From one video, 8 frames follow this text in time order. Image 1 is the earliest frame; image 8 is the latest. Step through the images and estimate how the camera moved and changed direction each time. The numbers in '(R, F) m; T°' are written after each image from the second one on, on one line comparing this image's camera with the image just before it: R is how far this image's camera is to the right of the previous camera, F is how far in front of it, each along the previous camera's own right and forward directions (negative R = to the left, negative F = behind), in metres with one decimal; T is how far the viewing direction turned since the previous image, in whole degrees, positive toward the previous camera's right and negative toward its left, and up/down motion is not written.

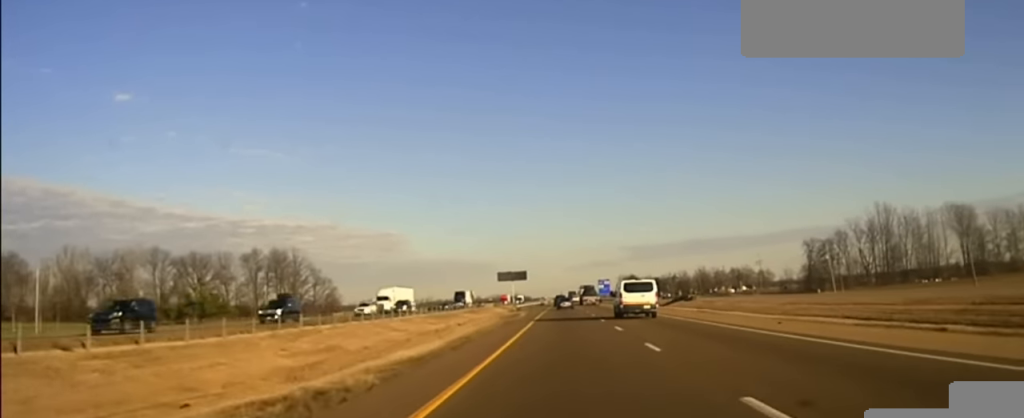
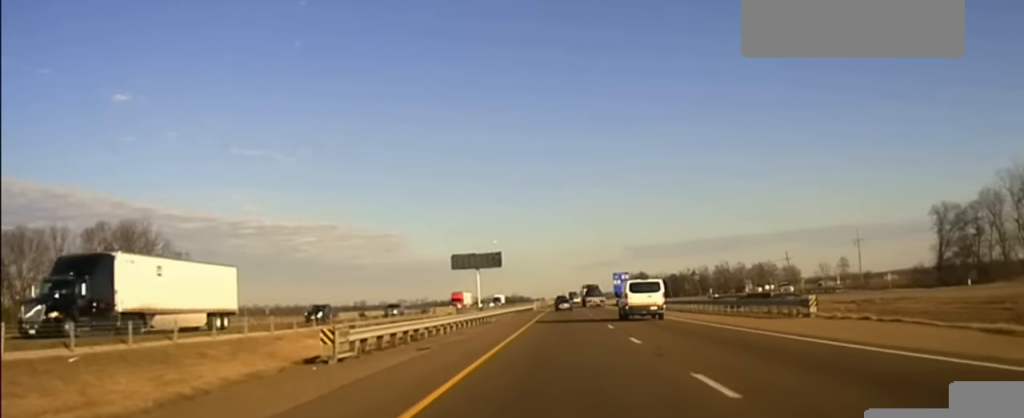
(-0.7, +99.0) m; 0°
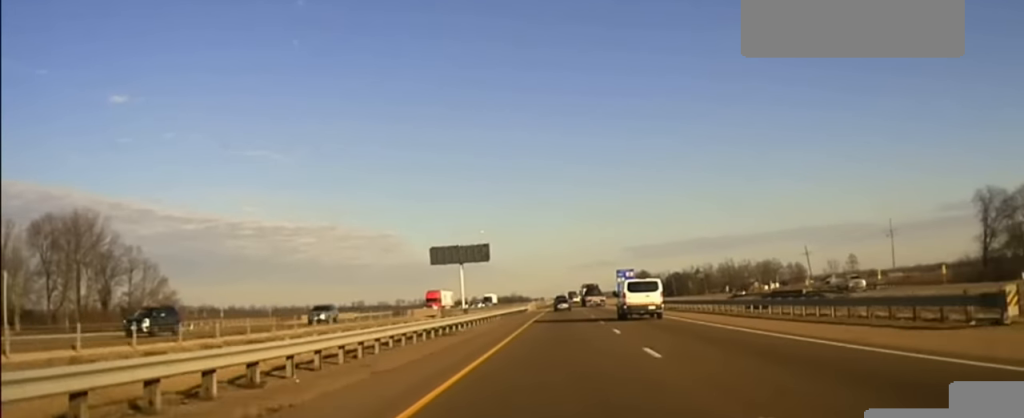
(+0.1, +20.7) m; 0°
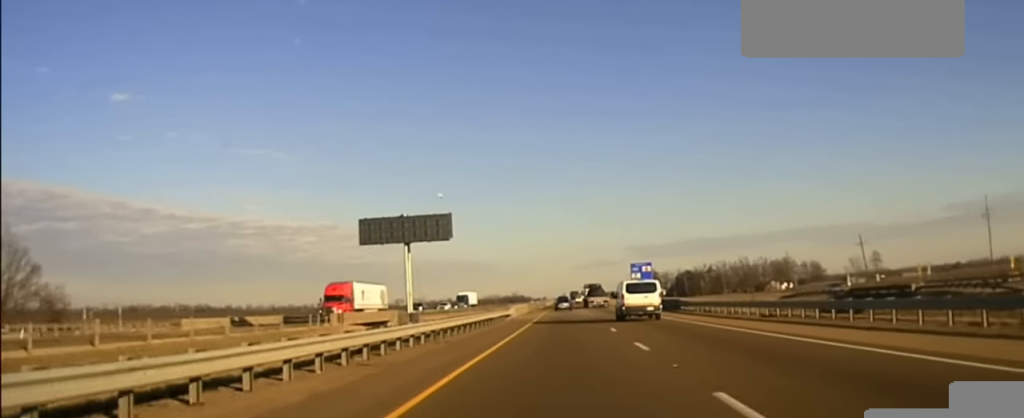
(0.0, +33.9) m; 0°
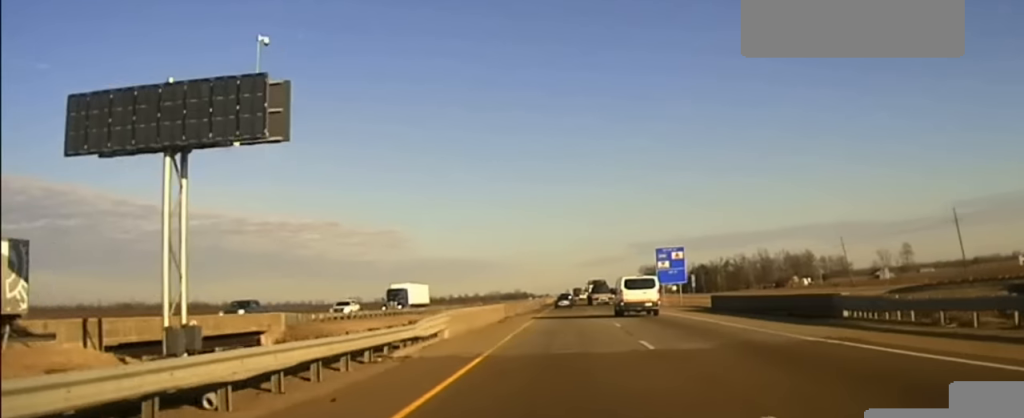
(-0.3, +35.0) m; 0°
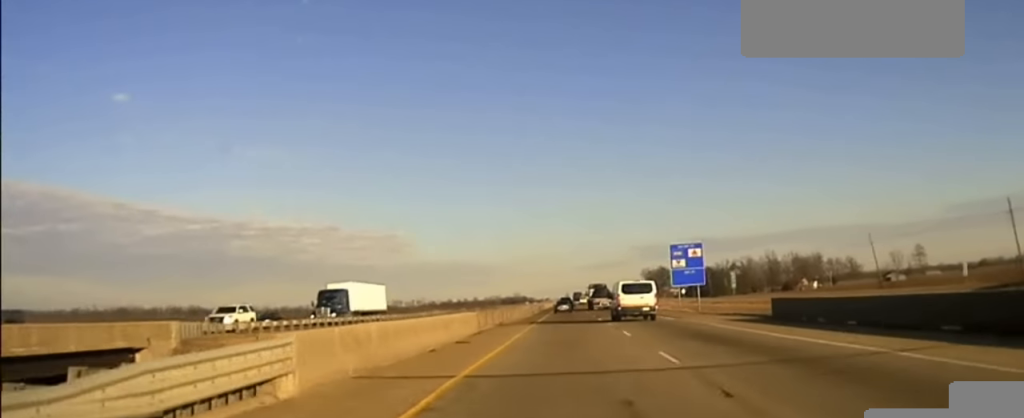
(0.0, +12.3) m; 0°
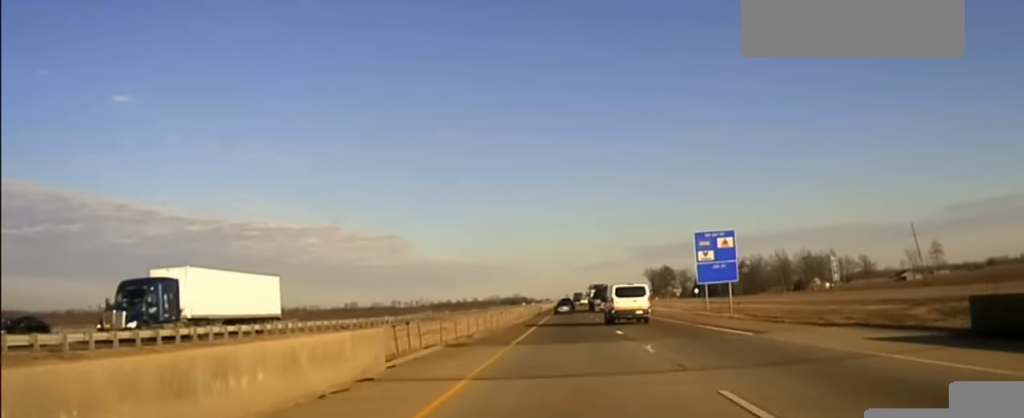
(+0.1, +14.4) m; 0°
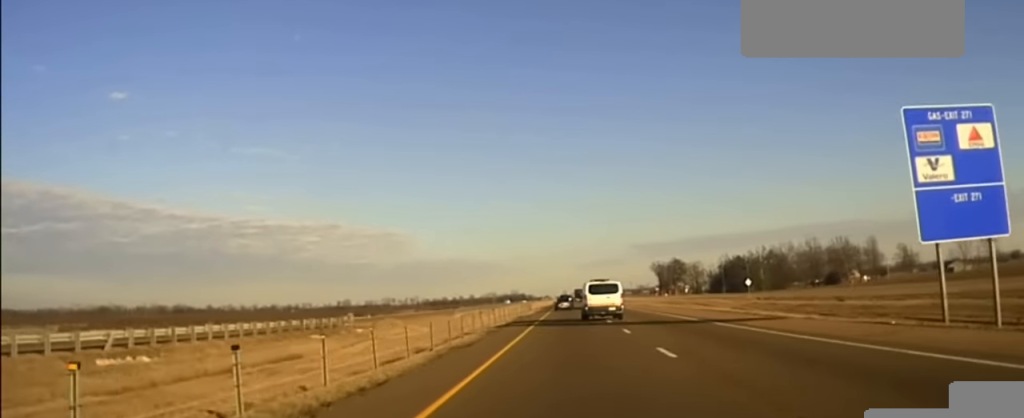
(+0.2, +50.6) m; 0°
